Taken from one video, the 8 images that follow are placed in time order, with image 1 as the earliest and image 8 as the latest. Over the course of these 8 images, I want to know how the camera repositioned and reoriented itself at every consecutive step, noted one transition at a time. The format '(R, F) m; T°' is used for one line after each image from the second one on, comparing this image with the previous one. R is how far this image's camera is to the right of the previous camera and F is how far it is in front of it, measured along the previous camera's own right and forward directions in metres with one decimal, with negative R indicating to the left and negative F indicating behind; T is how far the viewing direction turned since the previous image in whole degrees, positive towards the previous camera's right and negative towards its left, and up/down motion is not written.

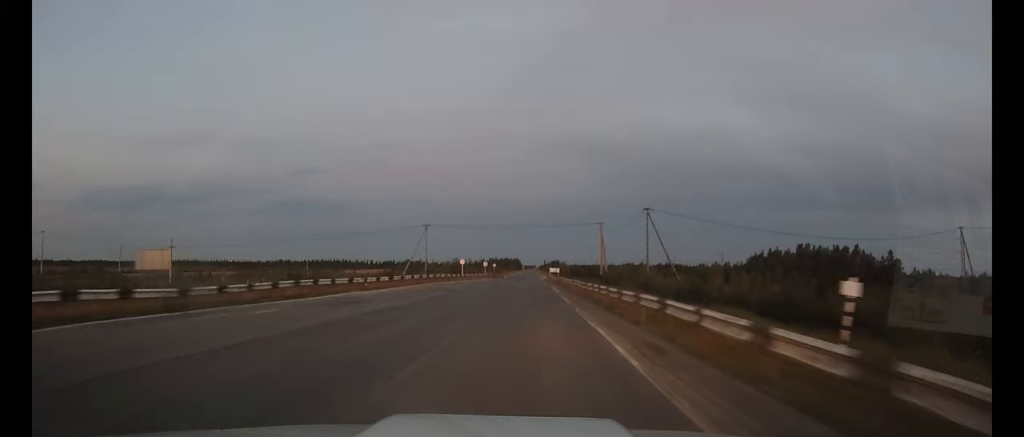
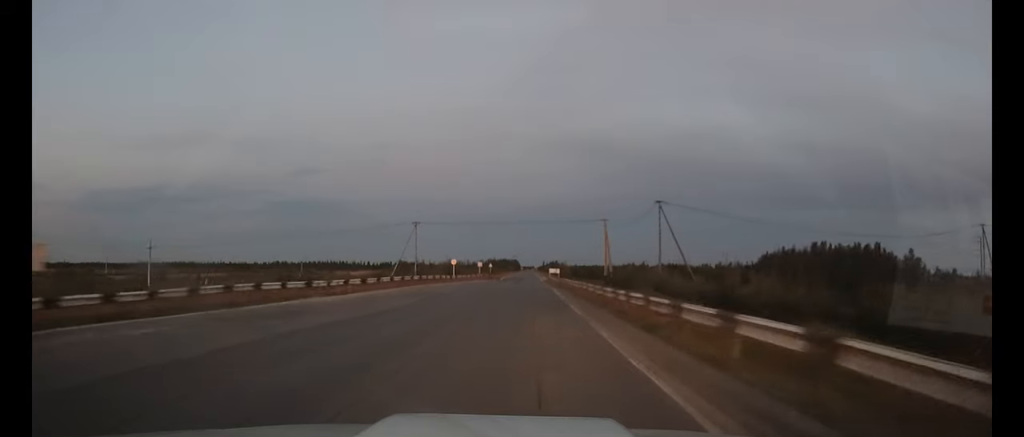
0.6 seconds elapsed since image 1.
(0.0, +7.4) m; 0°
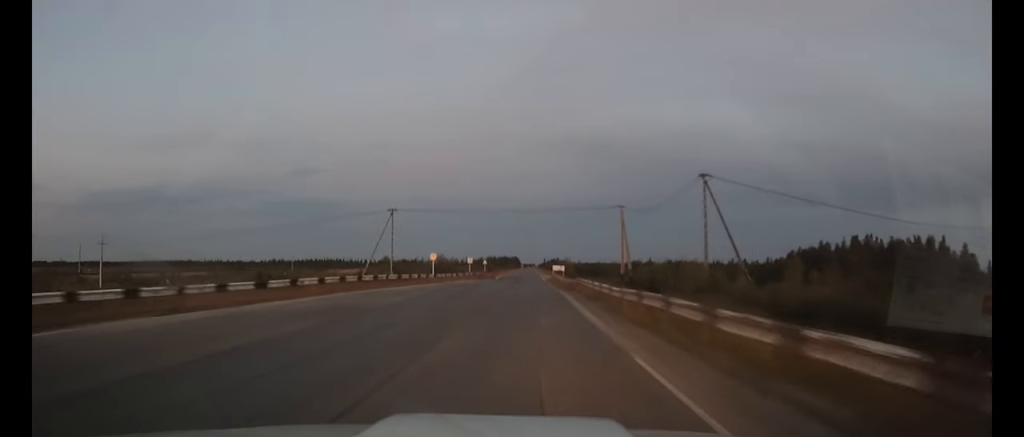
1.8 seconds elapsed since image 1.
(0.0, +16.1) m; 0°
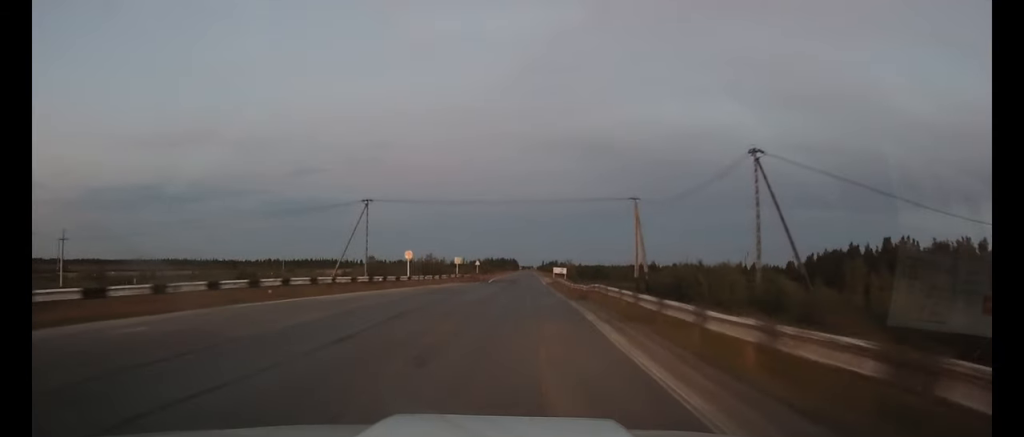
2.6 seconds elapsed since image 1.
(0.0, +11.4) m; 0°
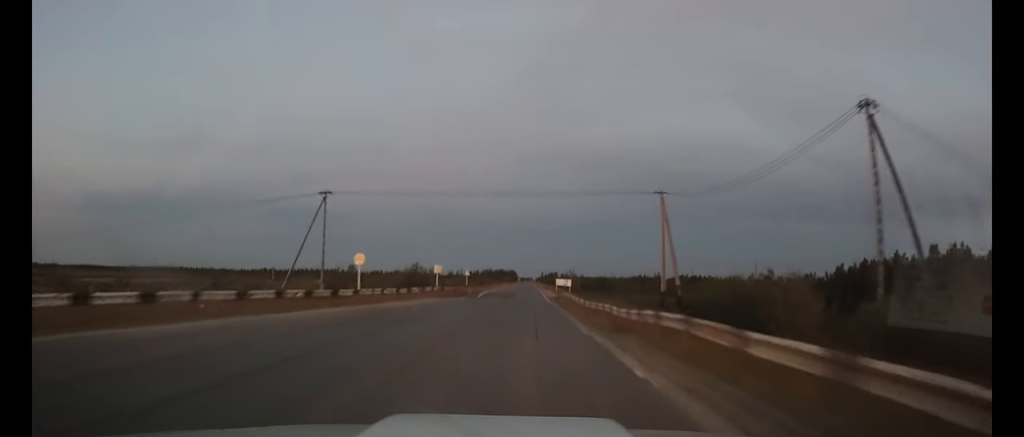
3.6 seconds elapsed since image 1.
(0.0, +13.7) m; 0°
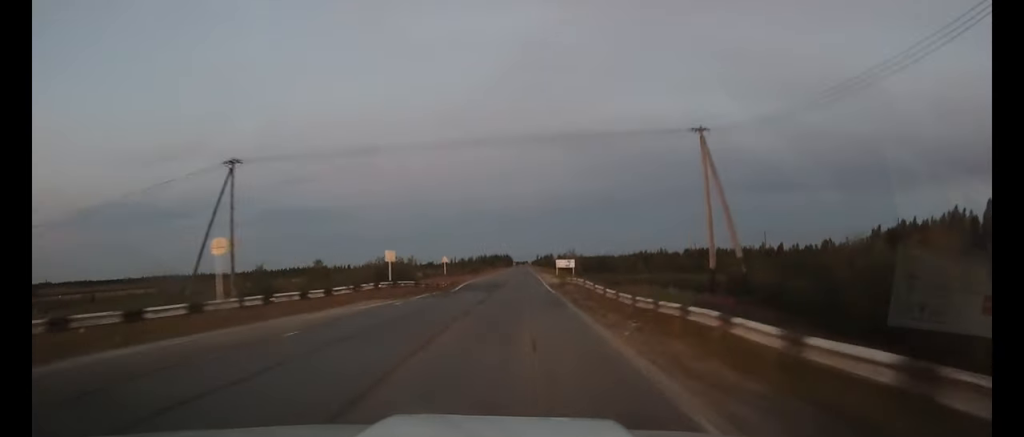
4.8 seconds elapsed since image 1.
(0.0, +16.0) m; 0°
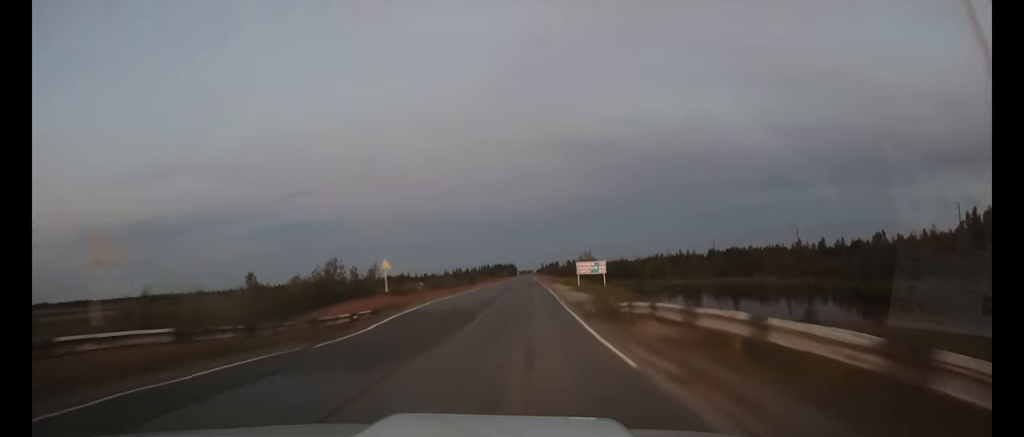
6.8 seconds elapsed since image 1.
(+0.1, +27.1) m; 0°
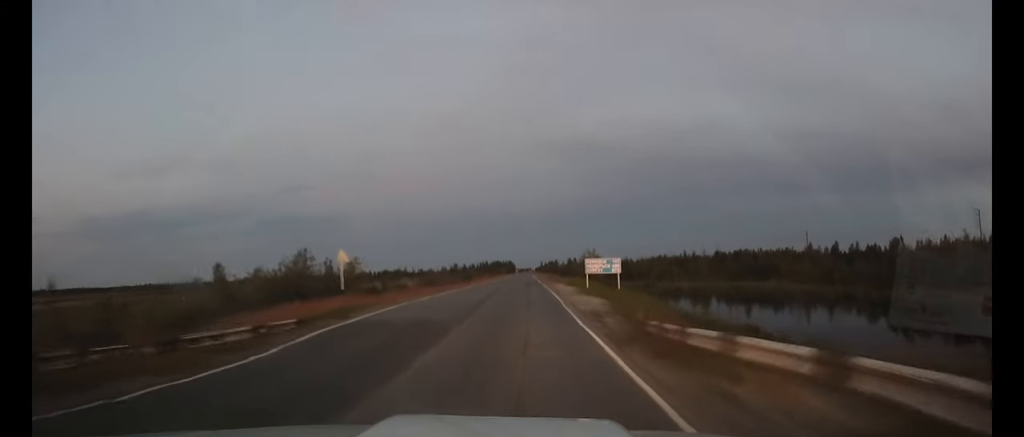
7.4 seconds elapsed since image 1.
(0.0, +8.3) m; 0°
